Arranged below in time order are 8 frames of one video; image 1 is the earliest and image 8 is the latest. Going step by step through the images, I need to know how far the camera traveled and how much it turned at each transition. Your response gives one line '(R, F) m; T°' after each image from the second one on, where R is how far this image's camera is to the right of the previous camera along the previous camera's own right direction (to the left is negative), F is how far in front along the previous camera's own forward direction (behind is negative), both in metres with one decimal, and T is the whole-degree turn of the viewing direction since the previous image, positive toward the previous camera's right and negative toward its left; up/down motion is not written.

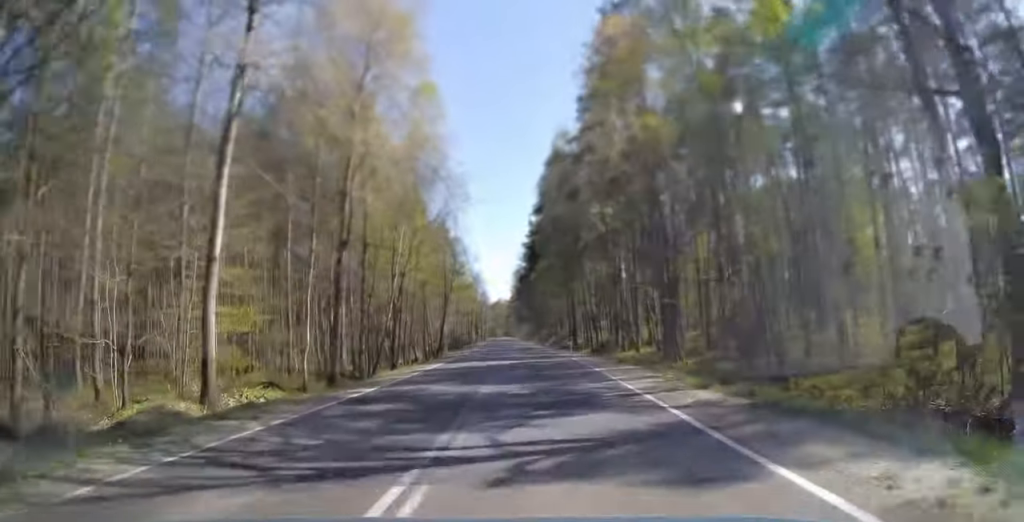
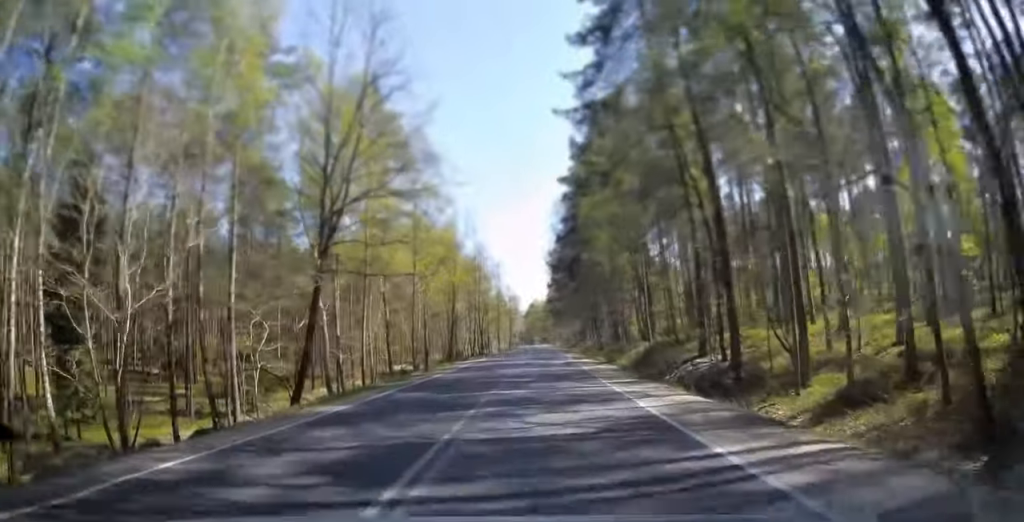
(-2.2, +56.2) m; -3°
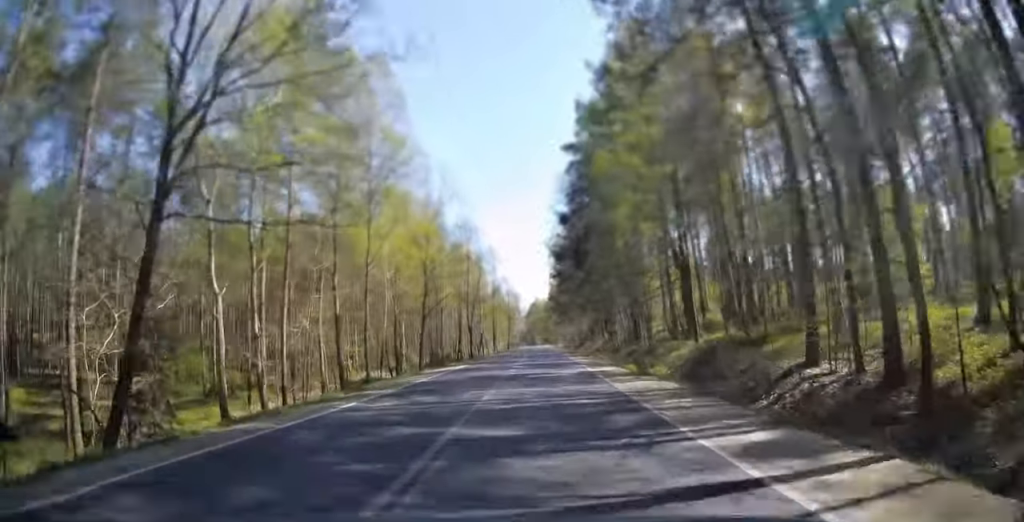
(-0.1, +12.3) m; 0°
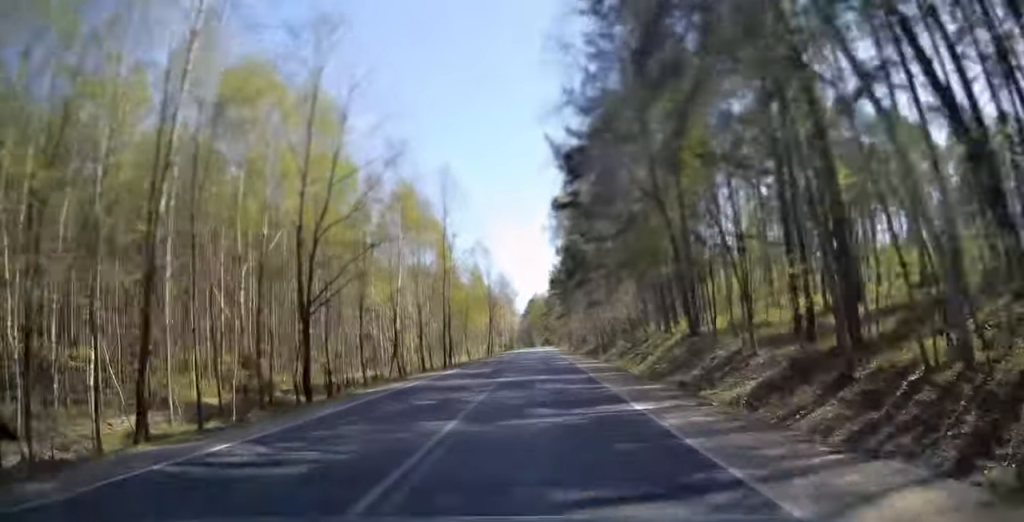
(+0.1, +41.1) m; 0°
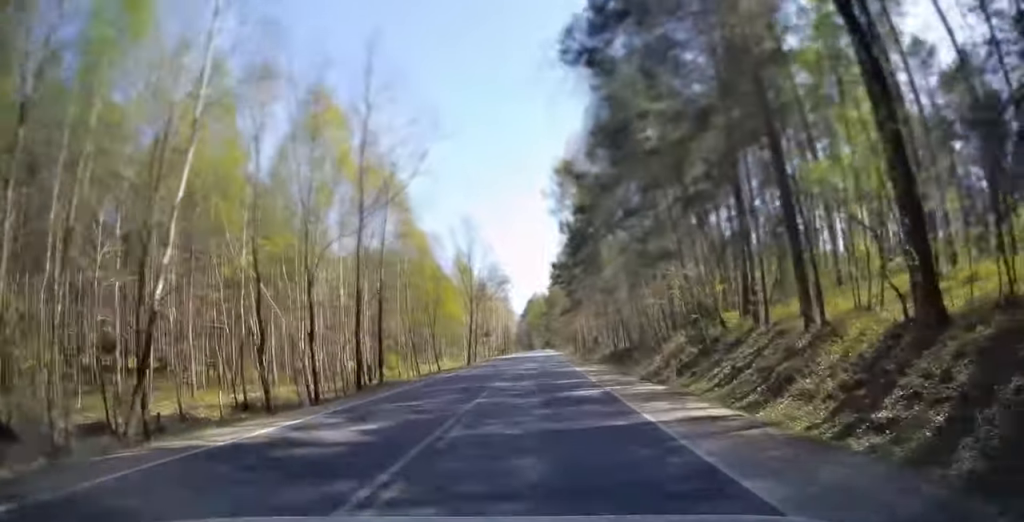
(0.0, +20.5) m; 0°
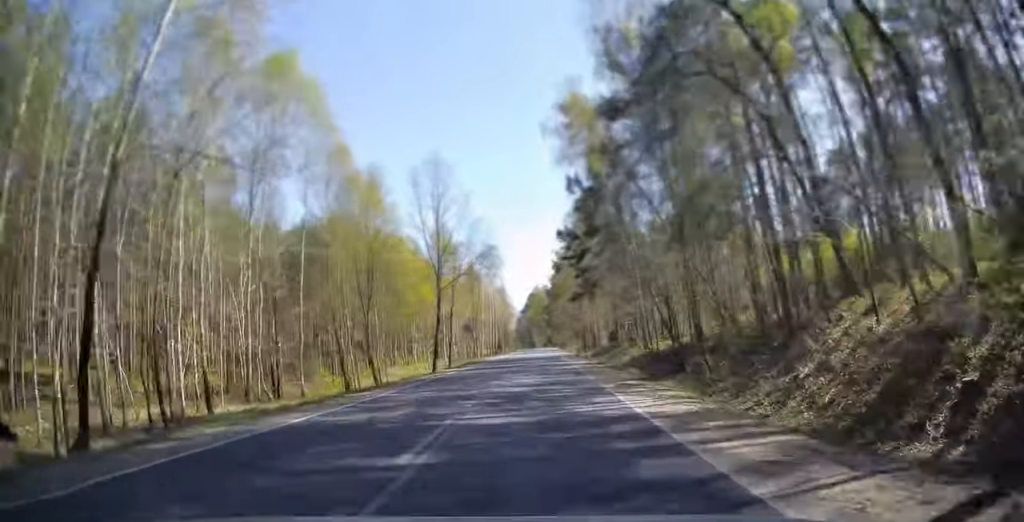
(-0.1, +19.2) m; 0°
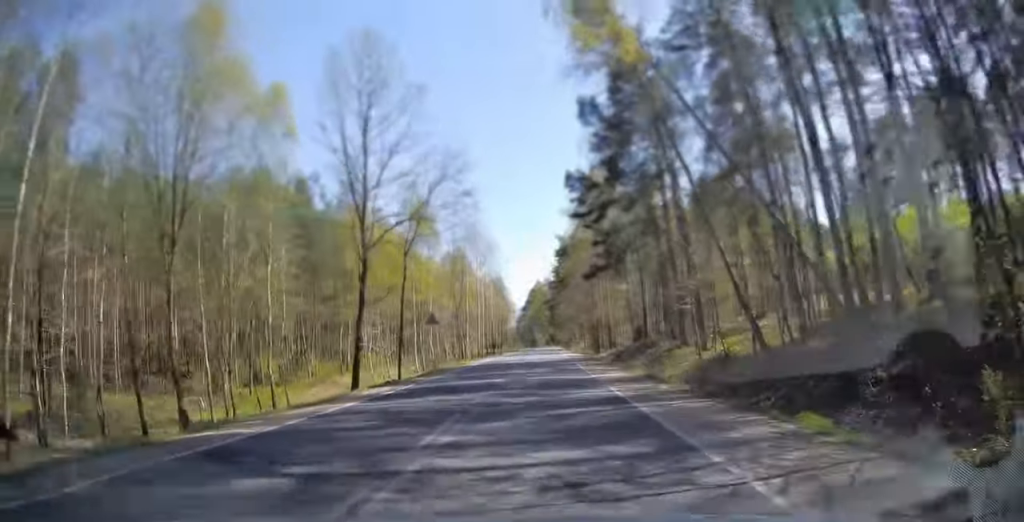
(0.0, +17.4) m; 0°
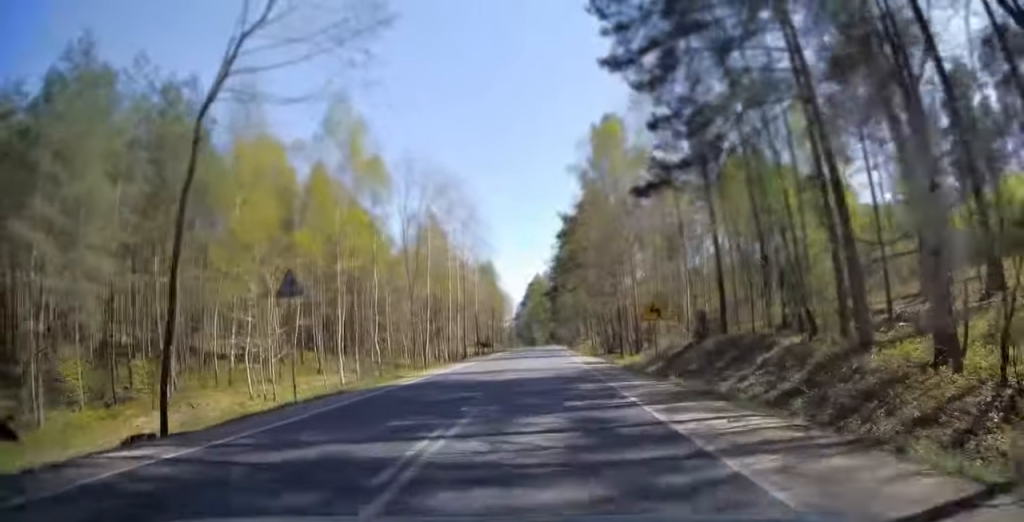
(0.0, +20.1) m; 0°
